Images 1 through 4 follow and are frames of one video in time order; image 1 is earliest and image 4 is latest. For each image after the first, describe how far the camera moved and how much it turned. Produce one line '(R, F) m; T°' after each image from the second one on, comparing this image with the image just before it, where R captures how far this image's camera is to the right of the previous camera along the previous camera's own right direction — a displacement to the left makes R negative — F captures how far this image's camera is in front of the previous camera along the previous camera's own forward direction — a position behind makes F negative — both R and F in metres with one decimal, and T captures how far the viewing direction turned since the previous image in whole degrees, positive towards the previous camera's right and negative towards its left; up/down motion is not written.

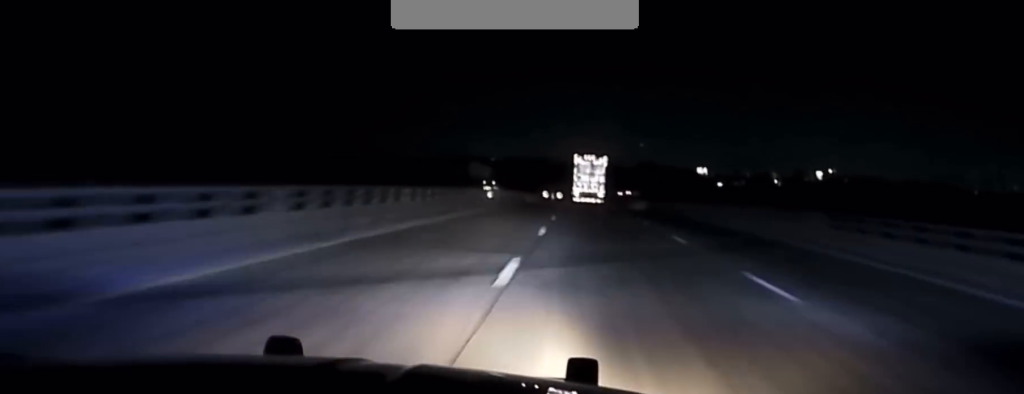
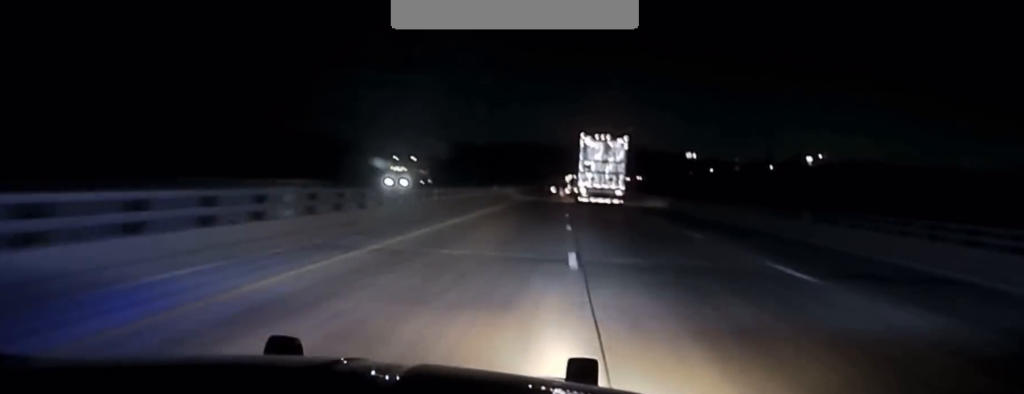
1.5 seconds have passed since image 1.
(+0.3, +65.2) m; +1°
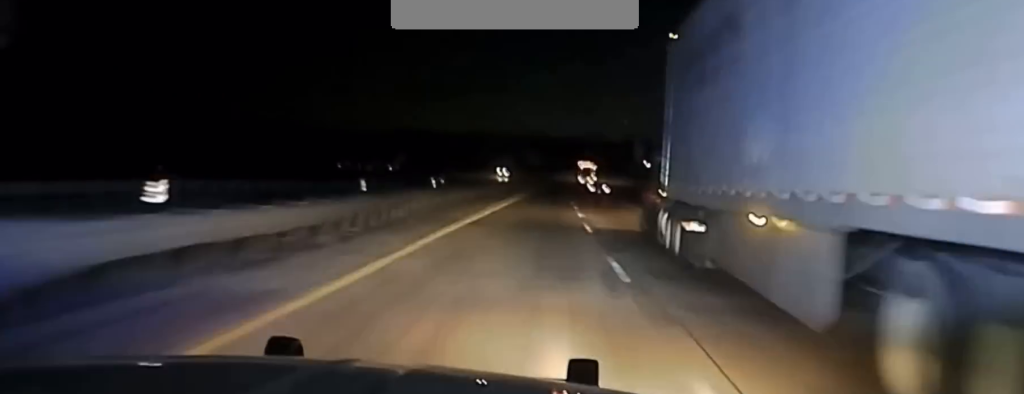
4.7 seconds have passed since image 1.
(+0.5, +159.4) m; +1°
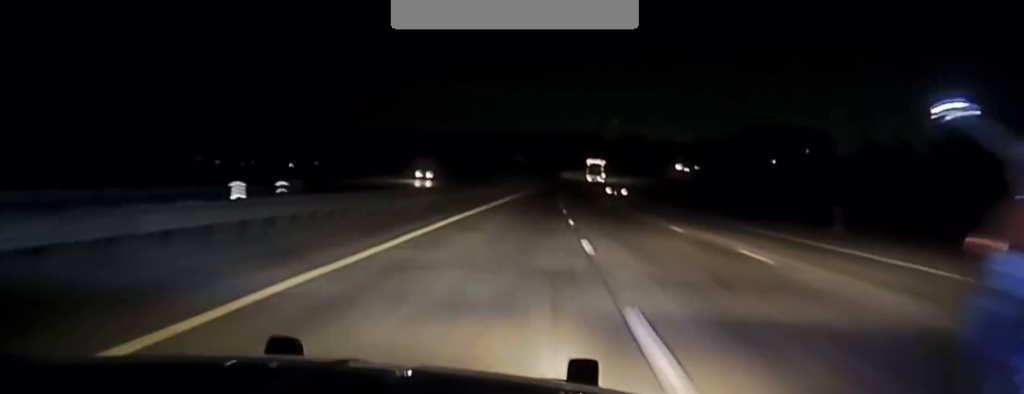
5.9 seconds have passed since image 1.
(+0.5, +54.7) m; +1°
